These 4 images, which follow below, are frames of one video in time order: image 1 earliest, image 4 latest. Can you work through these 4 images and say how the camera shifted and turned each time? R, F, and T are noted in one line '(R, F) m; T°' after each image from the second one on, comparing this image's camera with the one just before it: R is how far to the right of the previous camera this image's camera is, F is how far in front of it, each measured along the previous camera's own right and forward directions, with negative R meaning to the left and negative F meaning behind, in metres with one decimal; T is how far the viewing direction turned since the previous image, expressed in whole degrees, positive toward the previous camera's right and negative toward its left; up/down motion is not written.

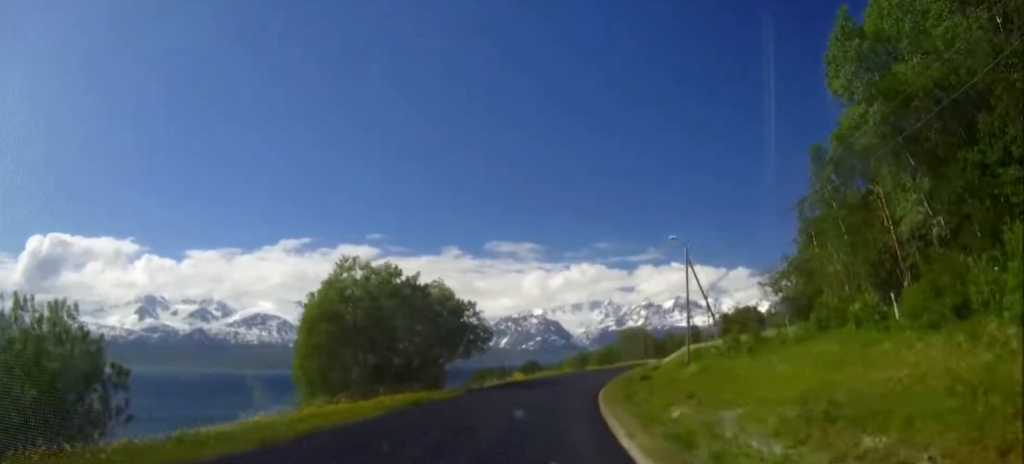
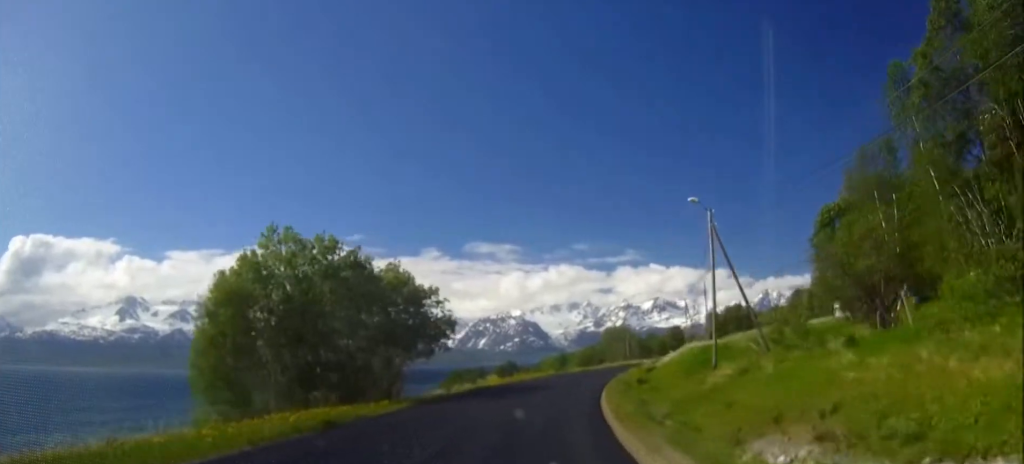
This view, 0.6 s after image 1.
(0.0, +10.3) m; +2°
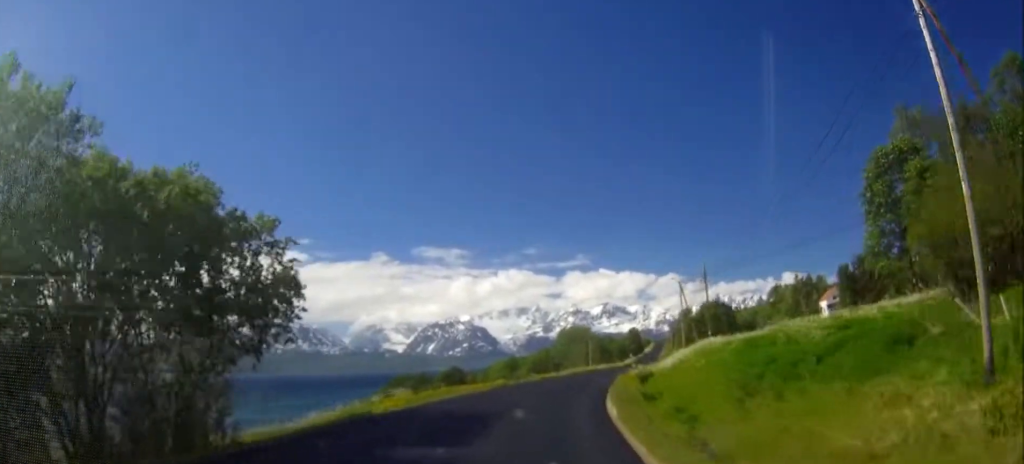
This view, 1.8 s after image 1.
(+0.9, +22.4) m; +4°
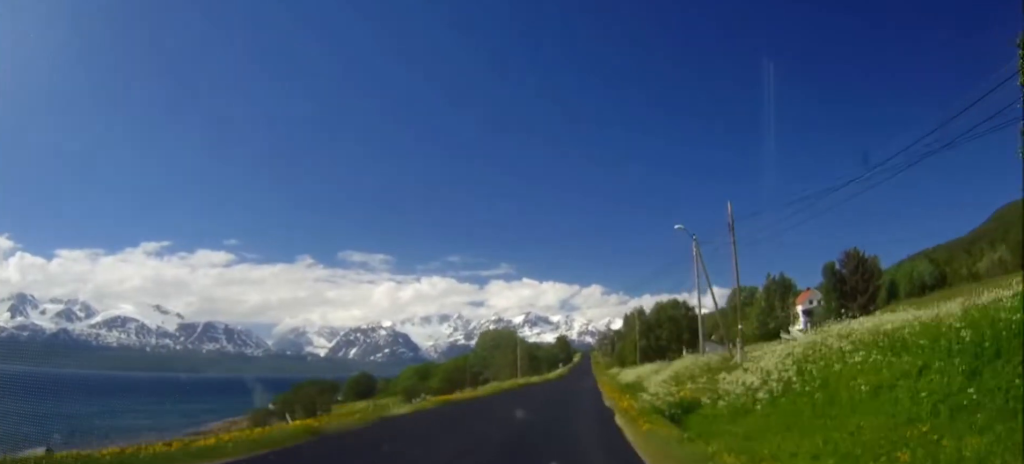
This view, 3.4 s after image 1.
(+1.3, +28.3) m; +7°
